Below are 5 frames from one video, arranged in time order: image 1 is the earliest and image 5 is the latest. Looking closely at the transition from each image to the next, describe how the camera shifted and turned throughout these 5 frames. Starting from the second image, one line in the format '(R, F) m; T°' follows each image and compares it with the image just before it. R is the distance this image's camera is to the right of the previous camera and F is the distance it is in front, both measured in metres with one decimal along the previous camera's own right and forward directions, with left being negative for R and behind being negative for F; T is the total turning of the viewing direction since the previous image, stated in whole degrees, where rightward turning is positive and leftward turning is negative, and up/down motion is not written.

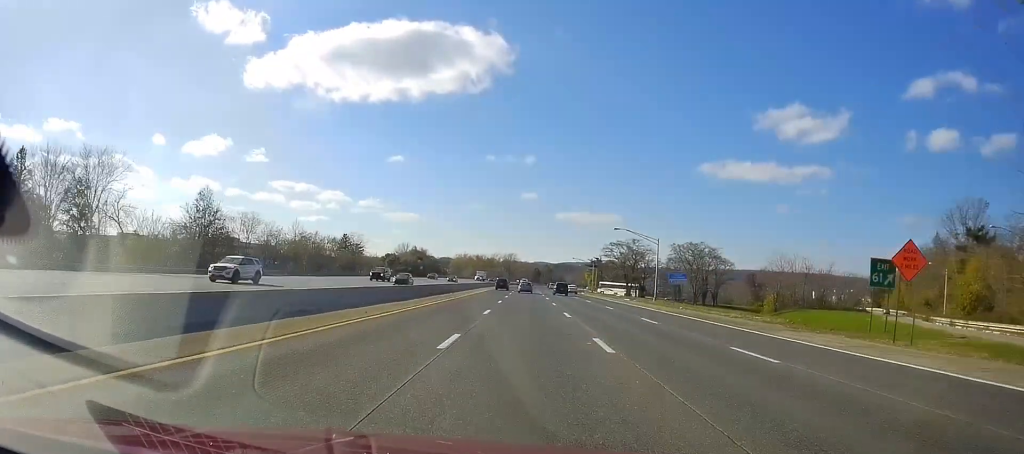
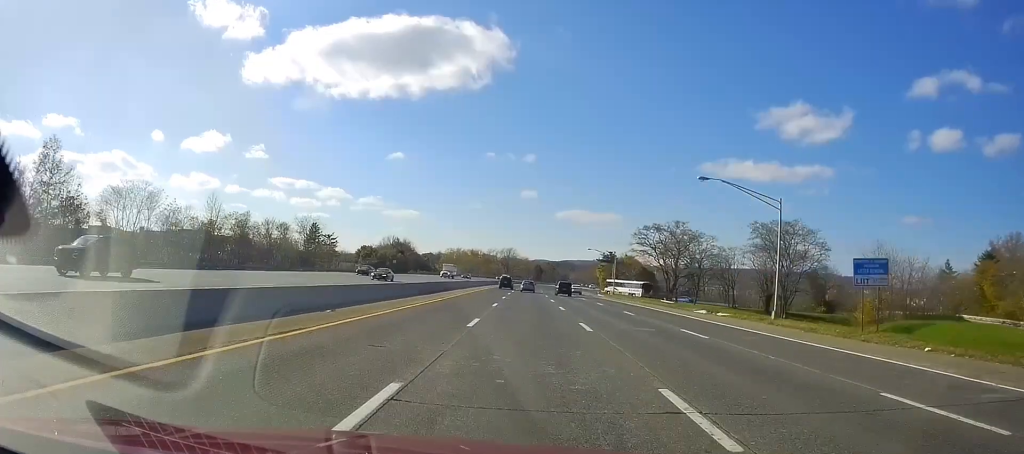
(+0.1, +33.7) m; 0°
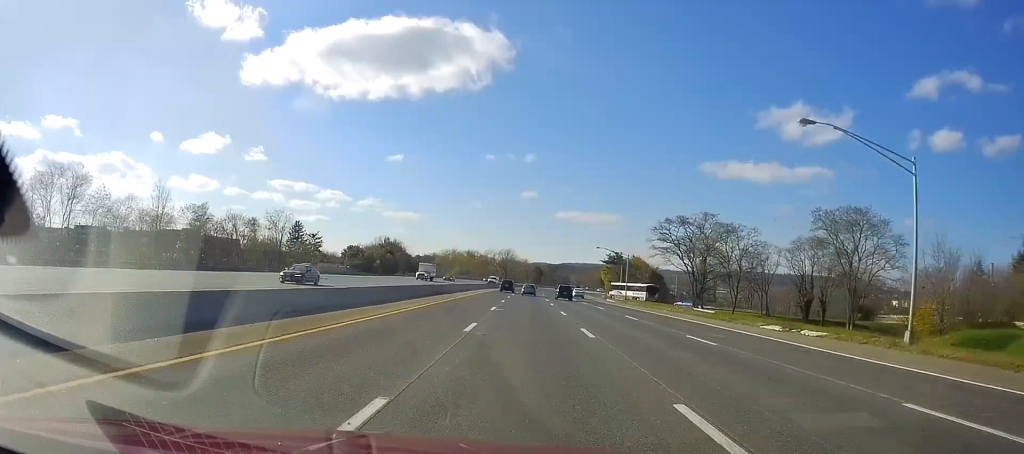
(0.0, +13.9) m; 0°
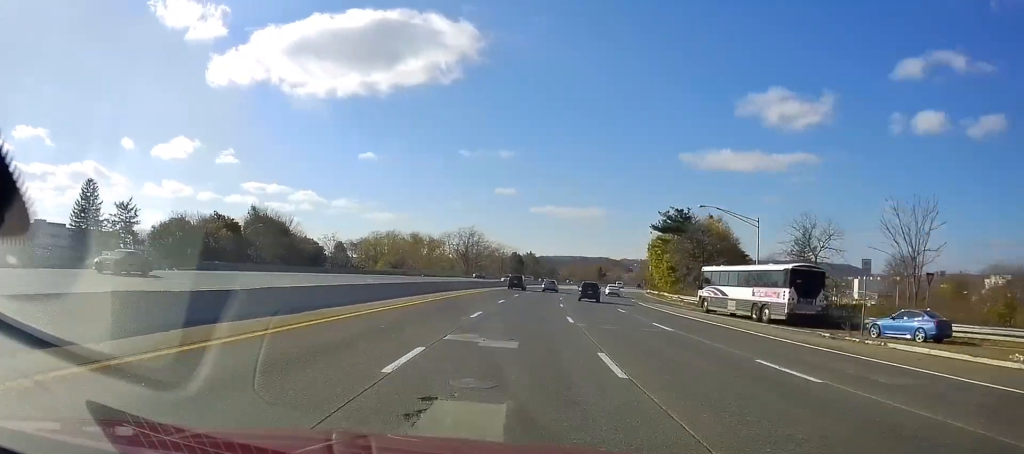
(-0.1, +86.0) m; +1°
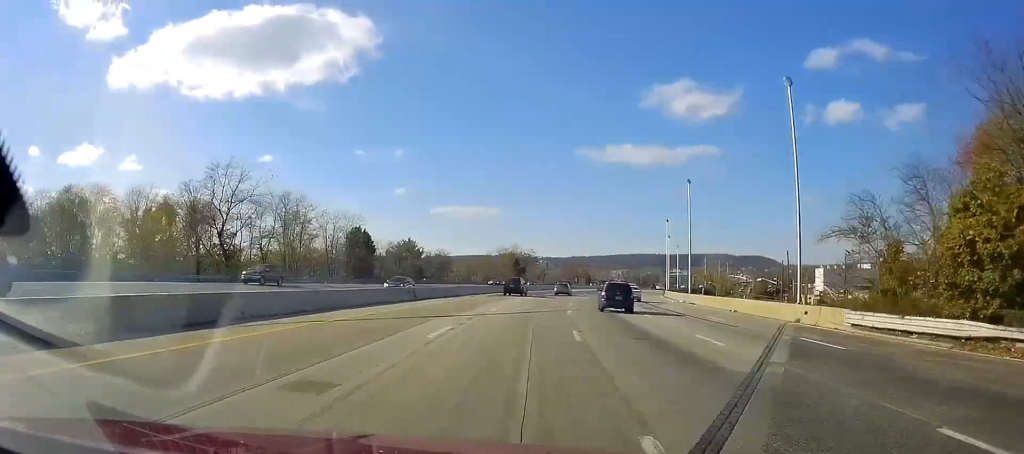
(+5.2, +97.2) m; +7°
